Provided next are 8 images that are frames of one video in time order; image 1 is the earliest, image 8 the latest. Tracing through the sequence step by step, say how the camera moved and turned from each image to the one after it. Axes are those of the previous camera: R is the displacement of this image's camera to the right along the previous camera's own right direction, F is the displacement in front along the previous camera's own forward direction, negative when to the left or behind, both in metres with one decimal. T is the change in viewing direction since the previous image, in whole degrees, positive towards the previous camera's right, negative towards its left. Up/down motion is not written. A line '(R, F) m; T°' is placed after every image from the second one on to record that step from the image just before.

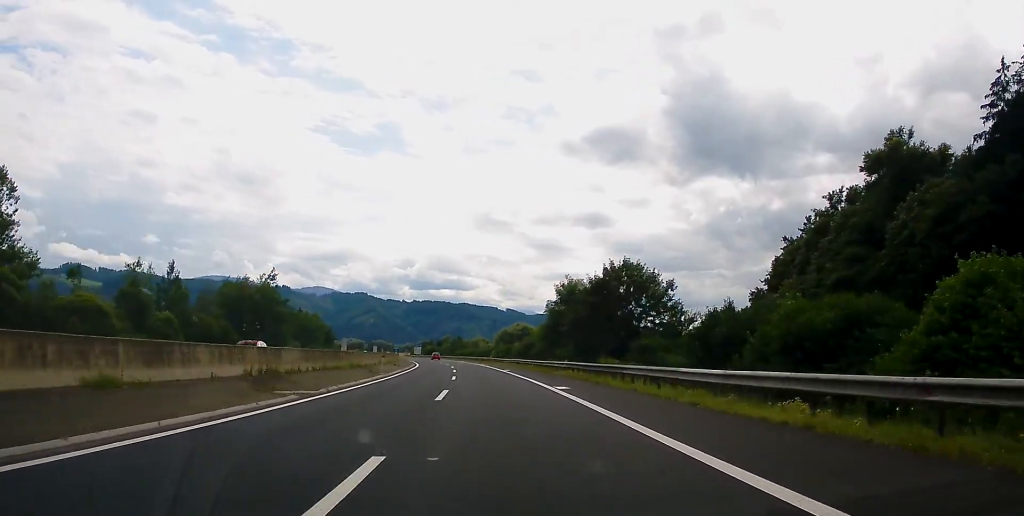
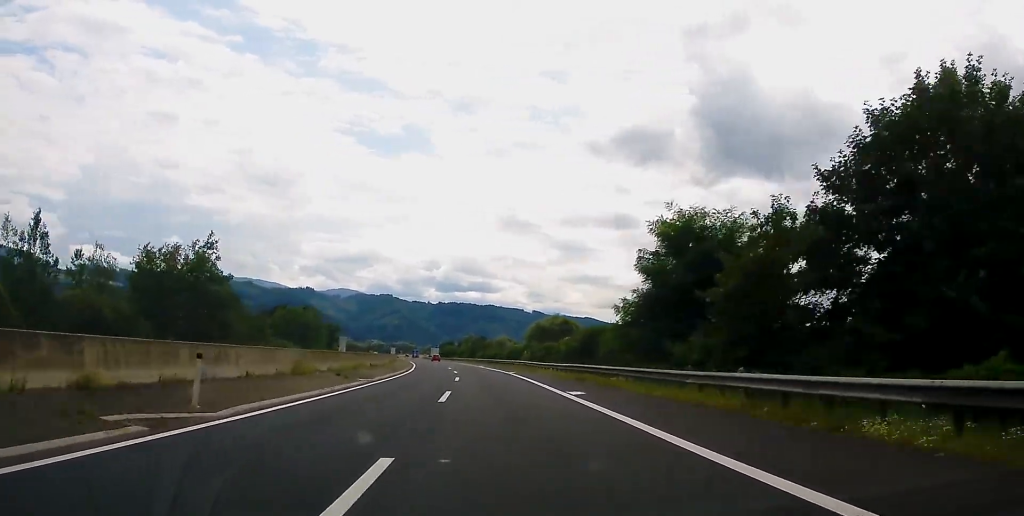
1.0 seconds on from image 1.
(-0.6, +36.0) m; -2°
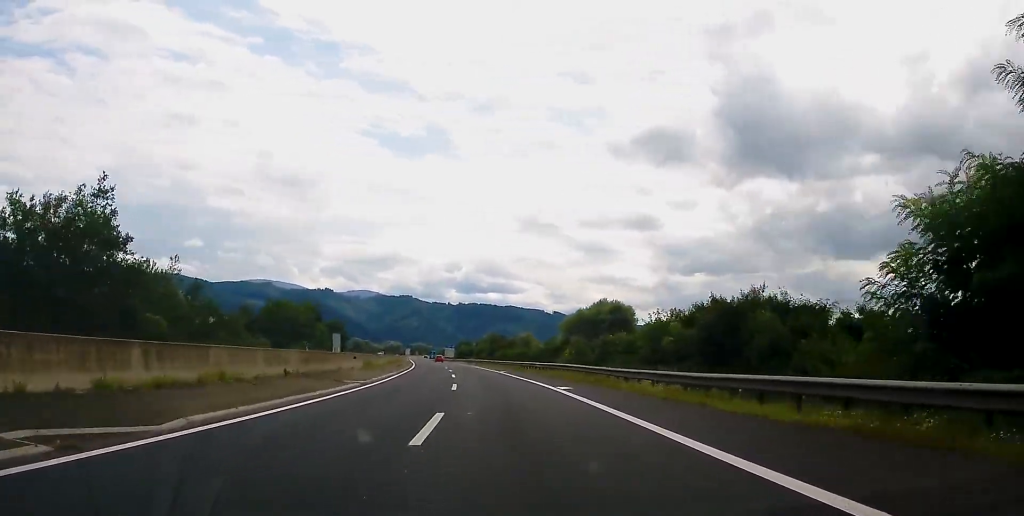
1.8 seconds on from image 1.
(-0.2, +28.2) m; -1°
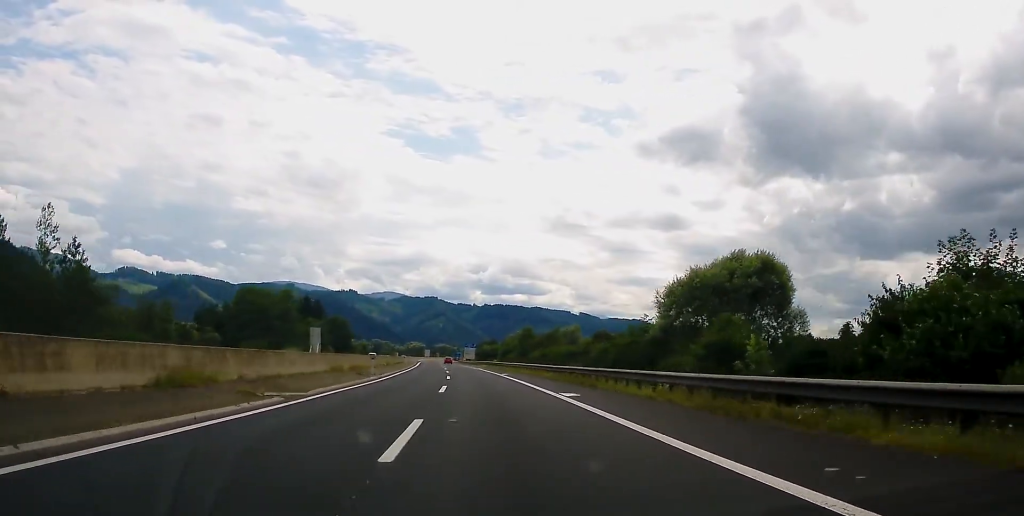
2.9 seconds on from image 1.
(-0.6, +37.6) m; -2°
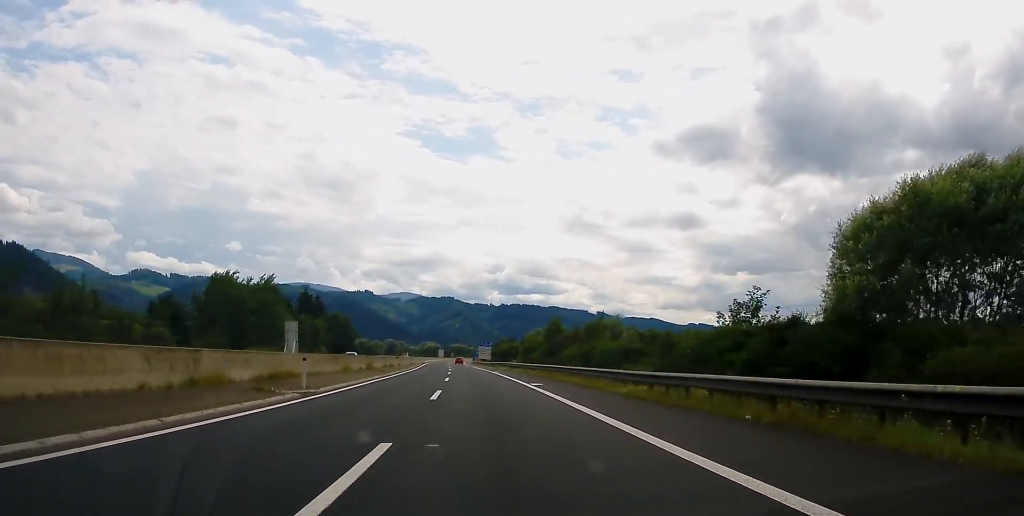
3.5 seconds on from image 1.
(-0.2, +22.4) m; -1°
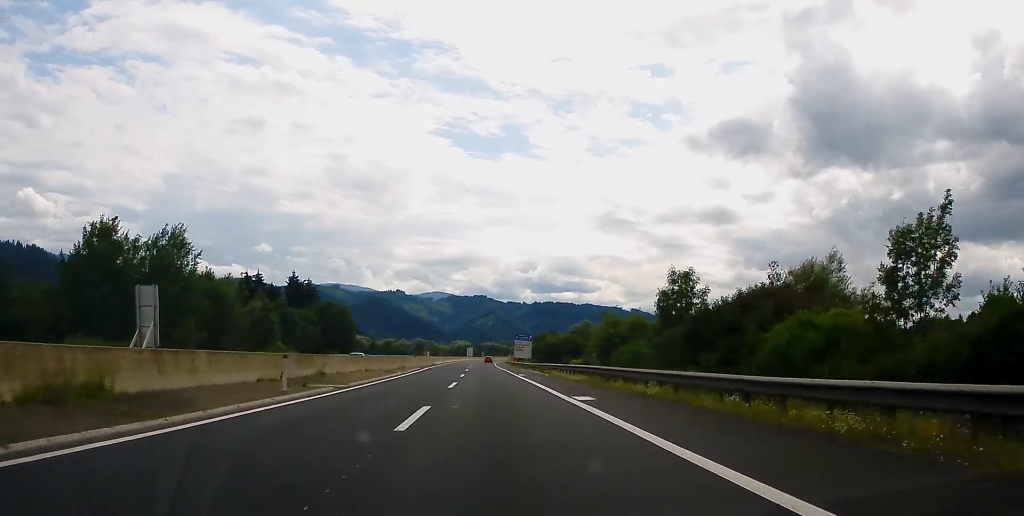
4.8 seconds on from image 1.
(-0.8, +46.4) m; -1°
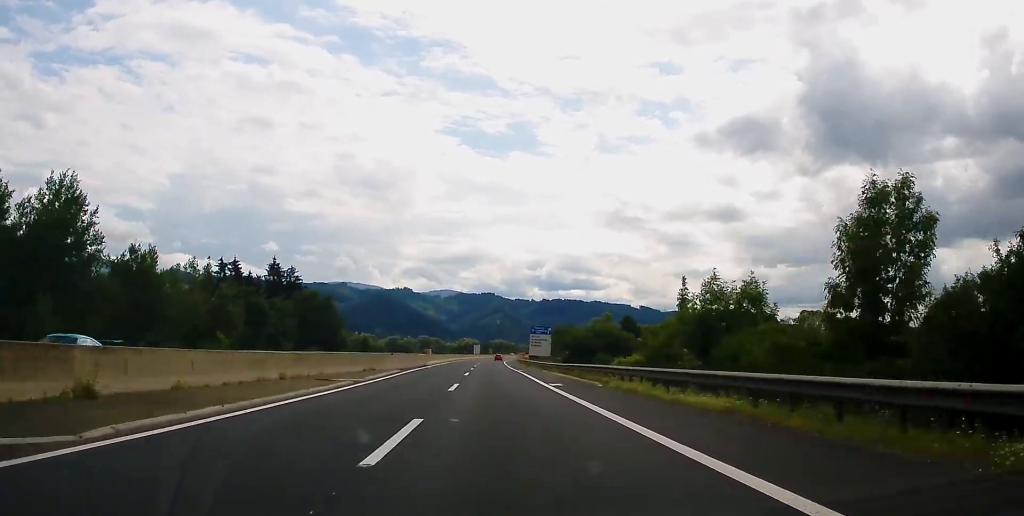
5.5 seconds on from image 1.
(+0.1, +22.4) m; -1°
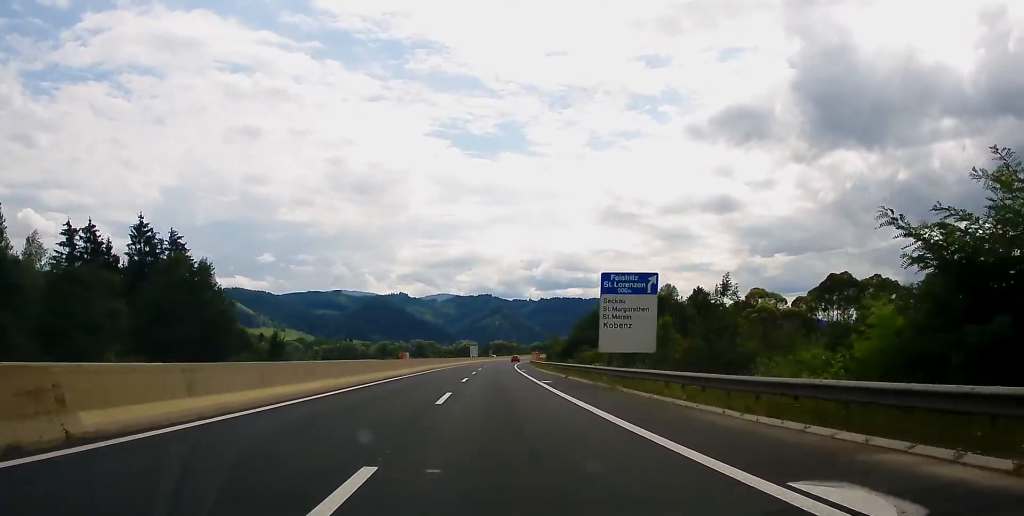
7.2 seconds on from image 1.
(-0.6, +59.7) m; 0°
